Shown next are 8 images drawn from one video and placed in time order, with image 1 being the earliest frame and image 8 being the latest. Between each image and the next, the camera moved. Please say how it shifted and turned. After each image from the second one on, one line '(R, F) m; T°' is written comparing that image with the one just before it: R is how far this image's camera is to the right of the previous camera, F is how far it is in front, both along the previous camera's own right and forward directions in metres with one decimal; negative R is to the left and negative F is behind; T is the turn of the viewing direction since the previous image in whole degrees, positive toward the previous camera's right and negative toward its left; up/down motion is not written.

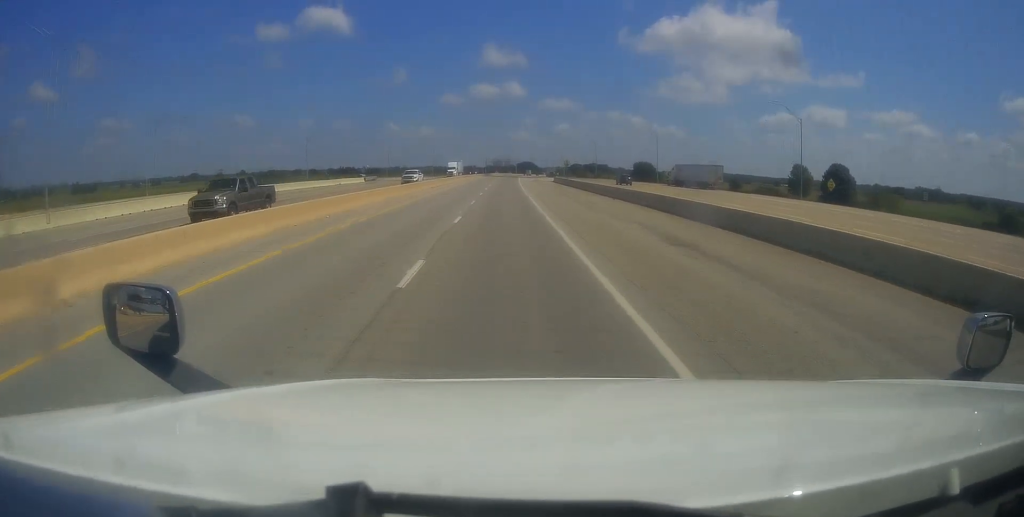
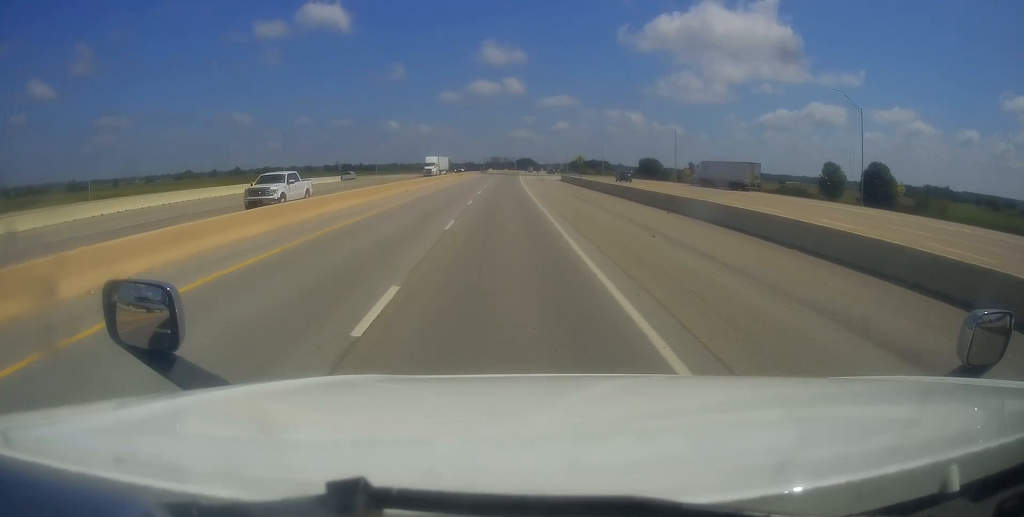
(-0.3, +15.7) m; +1°
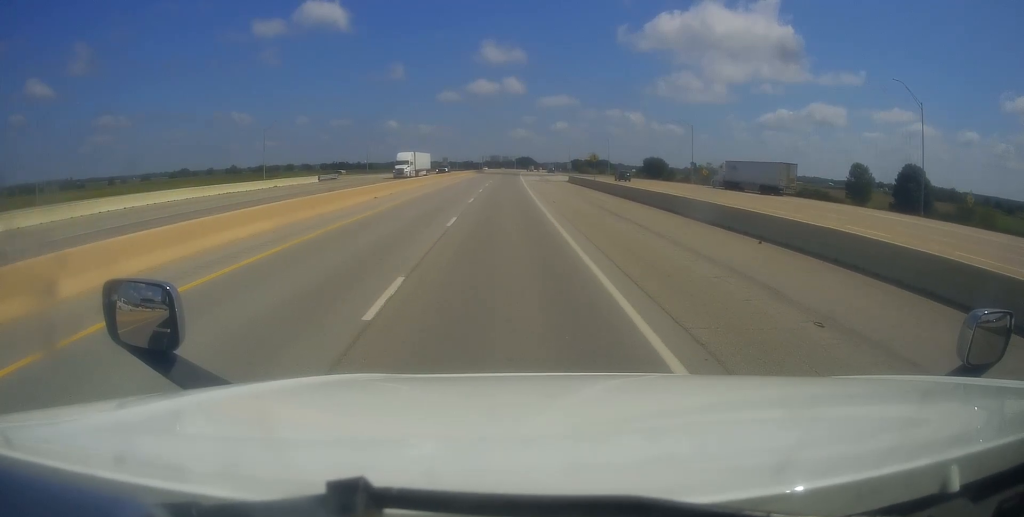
(+0.1, +11.5) m; +1°
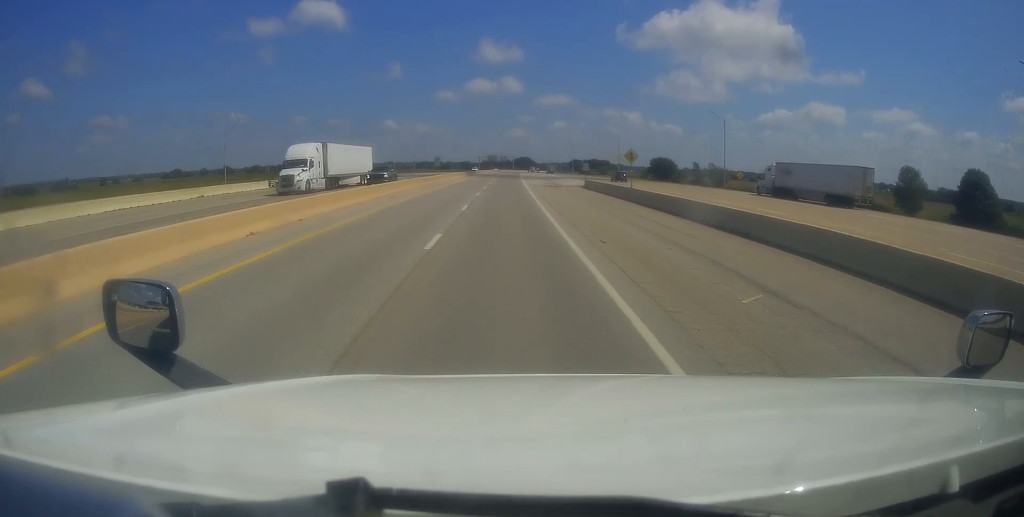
(+0.4, +17.5) m; +1°
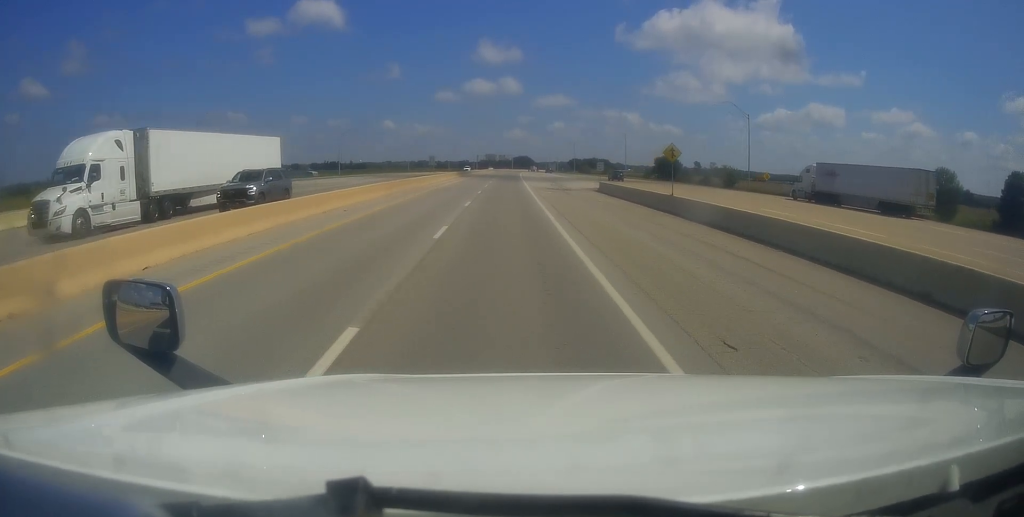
(+0.1, +10.3) m; -1°
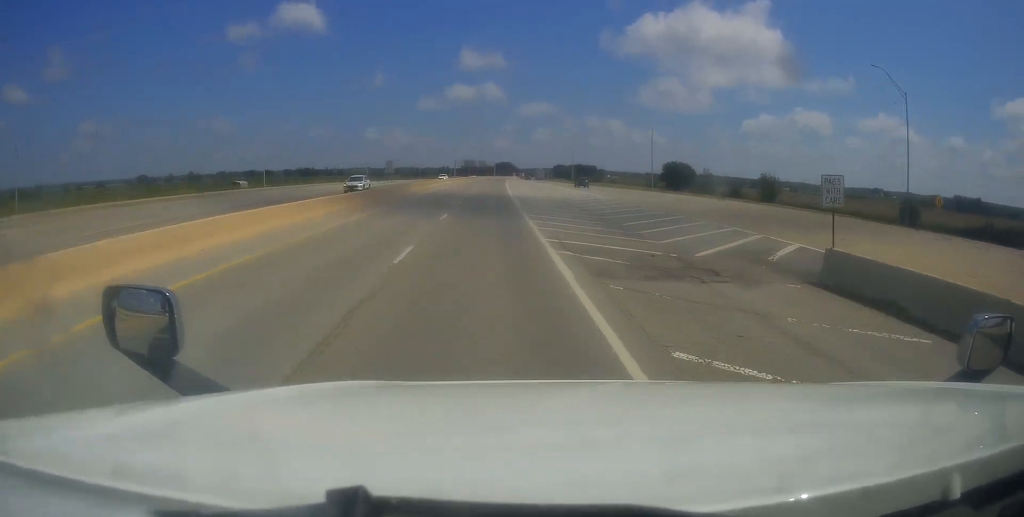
(-0.8, +41.0) m; +1°
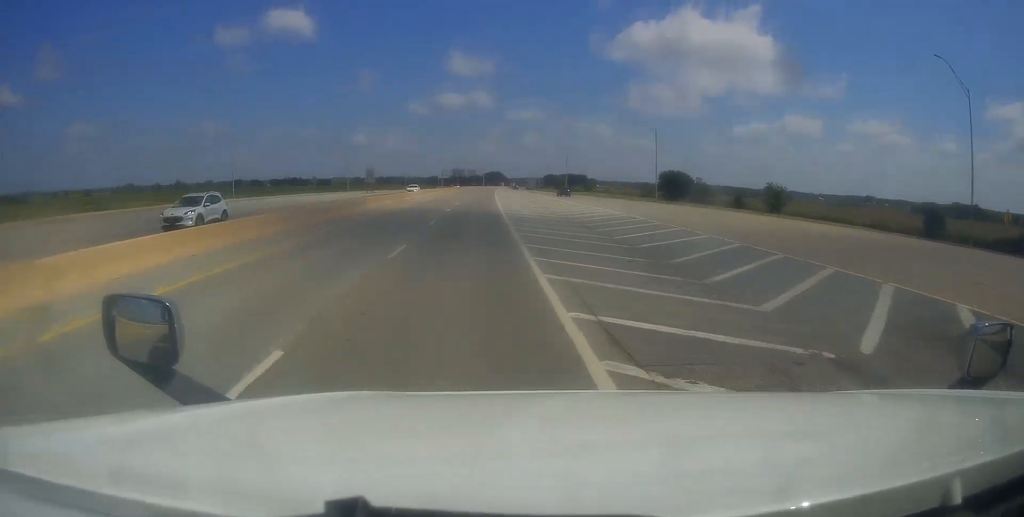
(+0.2, +10.1) m; +2°
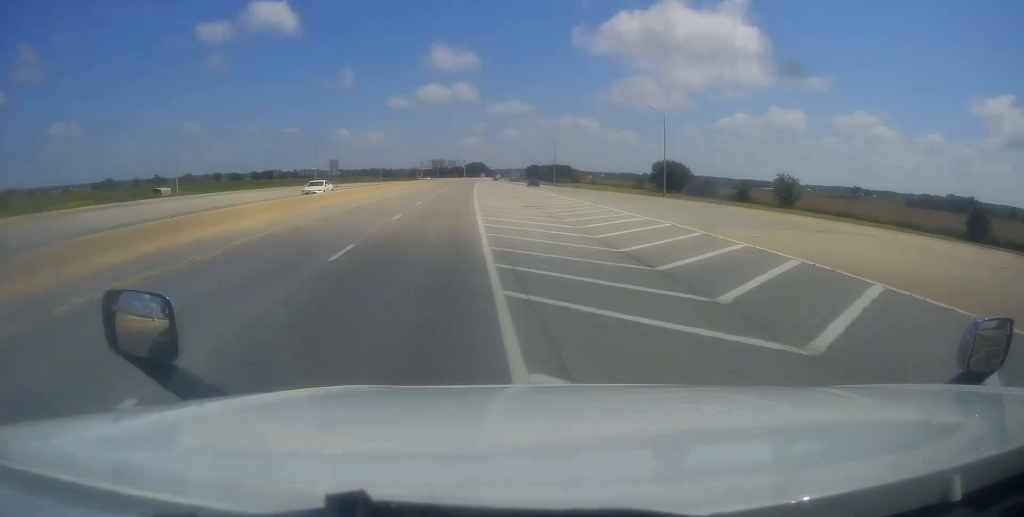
(+0.3, +15.3) m; +2°
